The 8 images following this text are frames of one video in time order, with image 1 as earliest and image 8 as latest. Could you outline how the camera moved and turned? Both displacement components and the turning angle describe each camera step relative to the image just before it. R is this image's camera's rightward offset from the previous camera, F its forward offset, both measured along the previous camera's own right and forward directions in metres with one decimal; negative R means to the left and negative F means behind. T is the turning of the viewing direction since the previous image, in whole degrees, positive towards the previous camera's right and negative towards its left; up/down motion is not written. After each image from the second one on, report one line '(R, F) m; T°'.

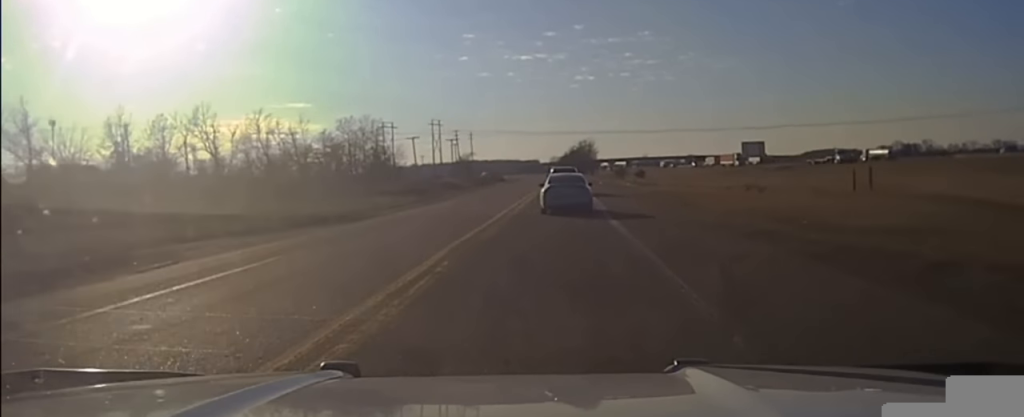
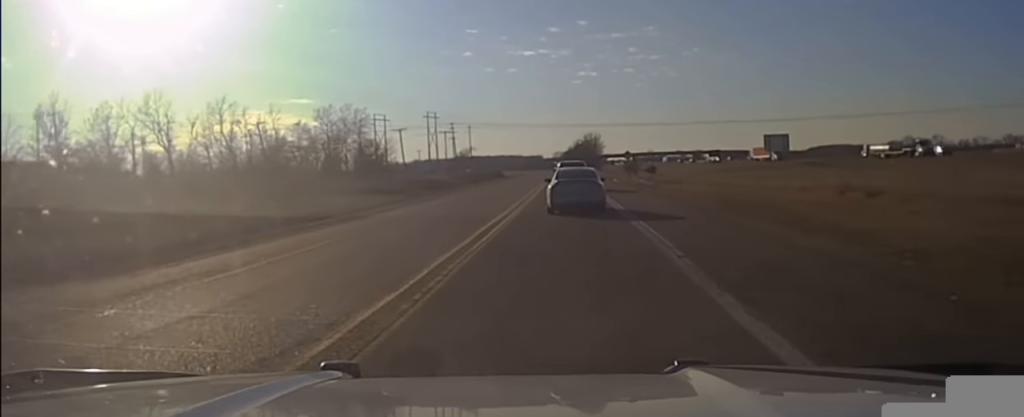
(0.0, +18.8) m; 0°
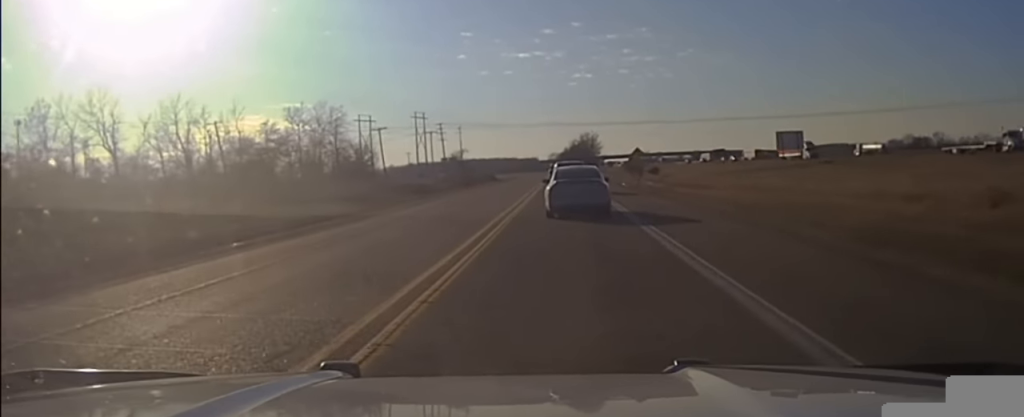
(0.0, +14.3) m; 0°
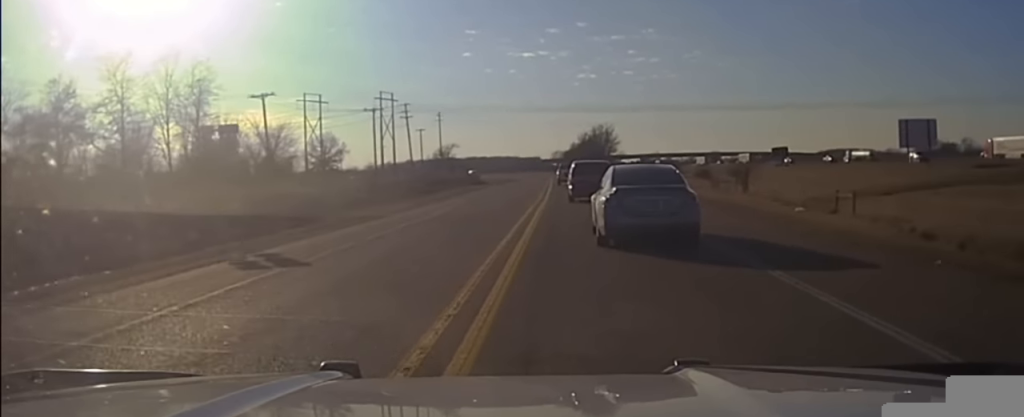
(+0.3, +57.9) m; +1°
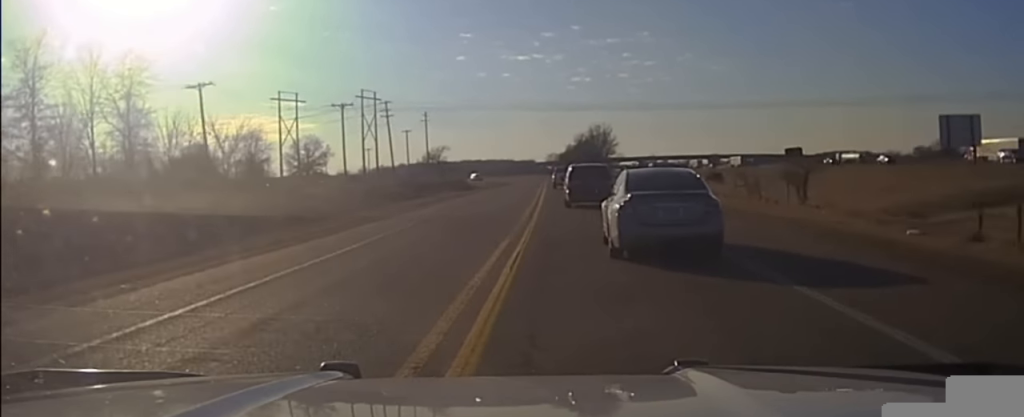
(+0.1, +12.8) m; 0°
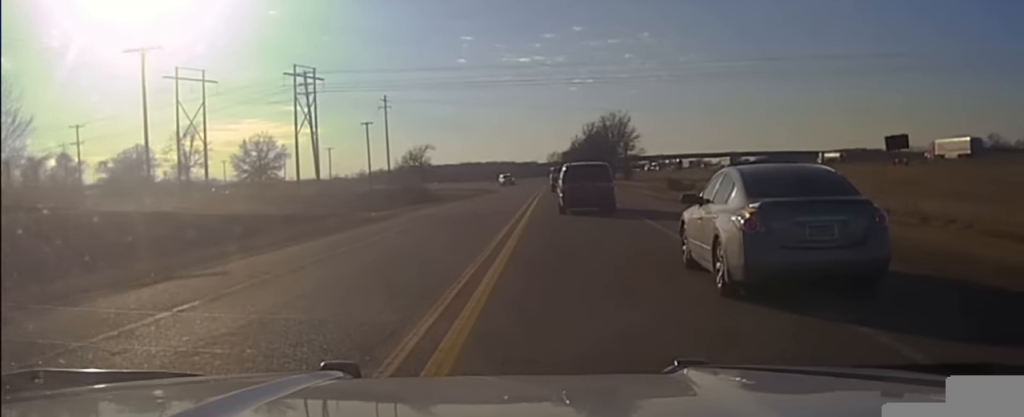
(-0.1, +50.5) m; 0°
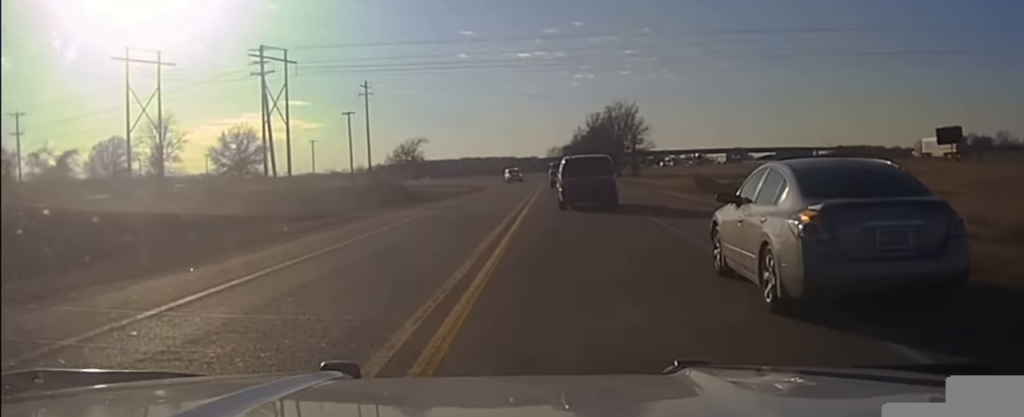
(0.0, +17.5) m; 0°
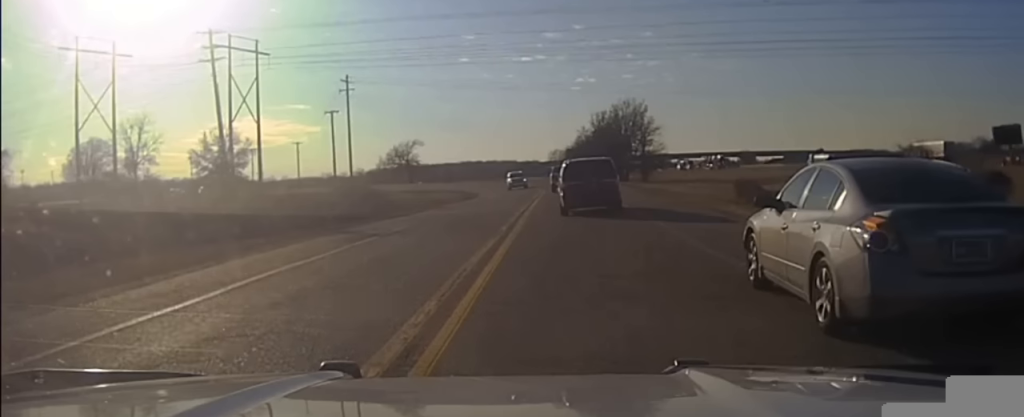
(0.0, +13.5) m; 0°
